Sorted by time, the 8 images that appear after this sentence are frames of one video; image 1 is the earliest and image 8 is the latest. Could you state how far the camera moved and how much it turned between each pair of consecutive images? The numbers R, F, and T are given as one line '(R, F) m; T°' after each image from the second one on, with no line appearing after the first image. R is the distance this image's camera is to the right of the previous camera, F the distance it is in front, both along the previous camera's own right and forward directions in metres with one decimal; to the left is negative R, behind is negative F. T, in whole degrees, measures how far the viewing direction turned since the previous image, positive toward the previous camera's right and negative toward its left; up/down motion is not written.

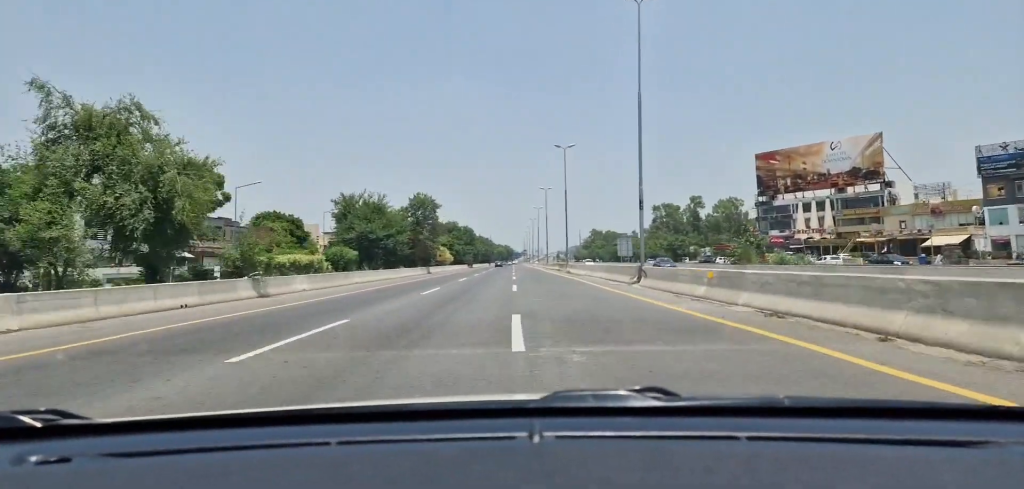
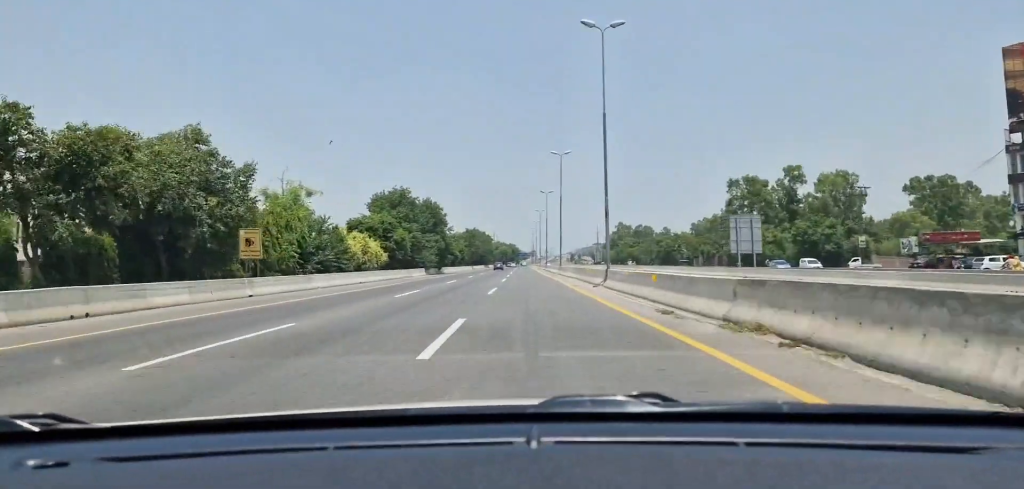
(+0.2, +72.5) m; 0°
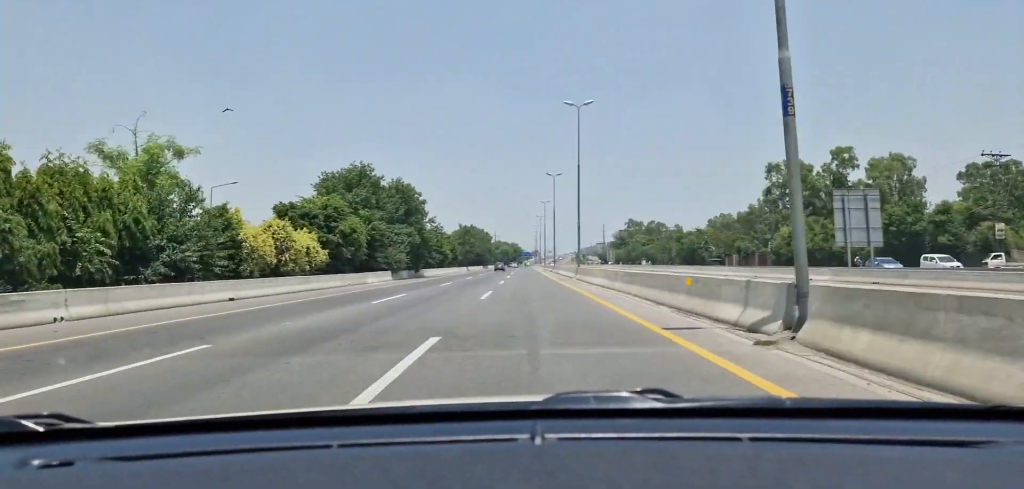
(+0.1, +21.8) m; 0°
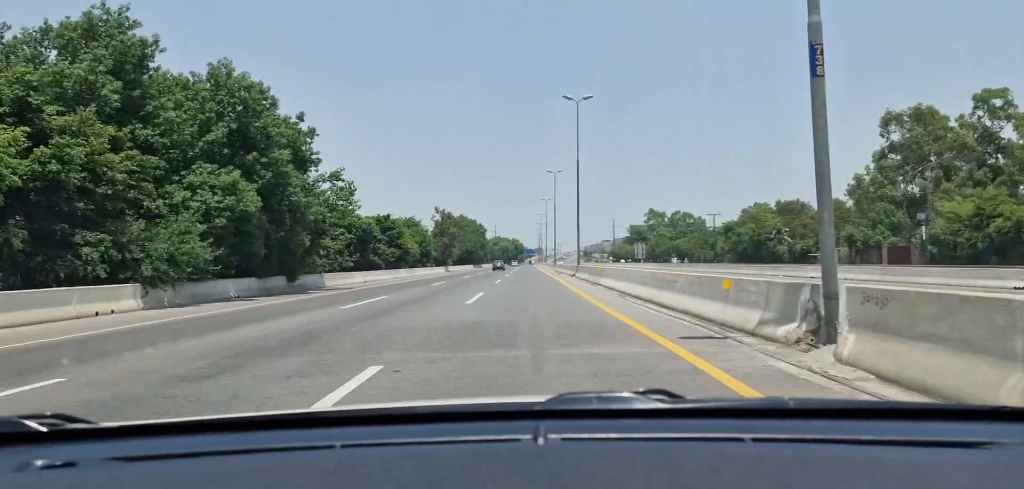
(-0.3, +39.3) m; 0°
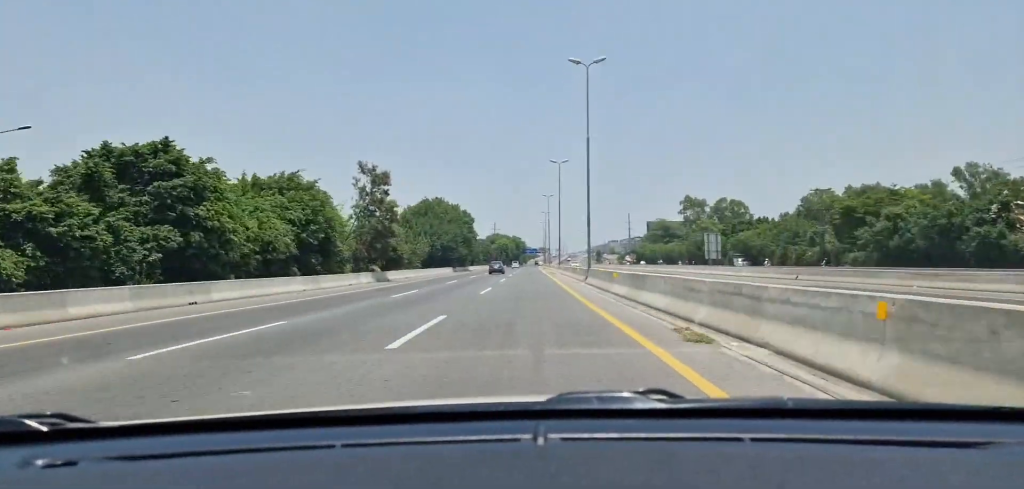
(+0.4, +47.2) m; 0°
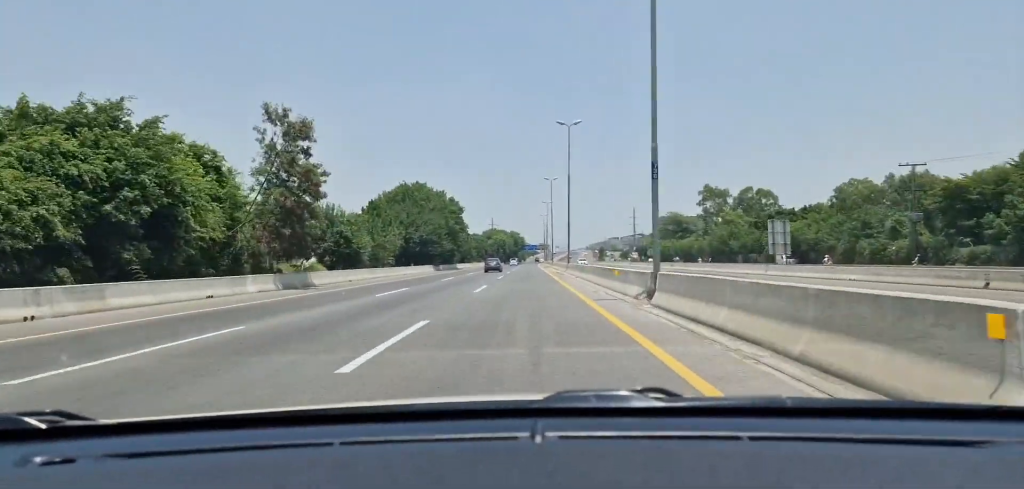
(-0.3, +19.6) m; 0°
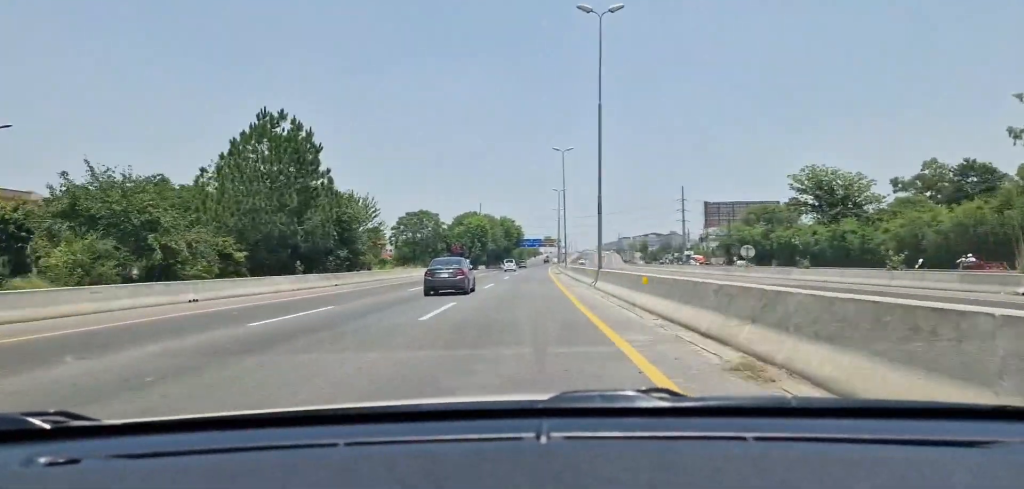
(+0.2, +102.1) m; 0°
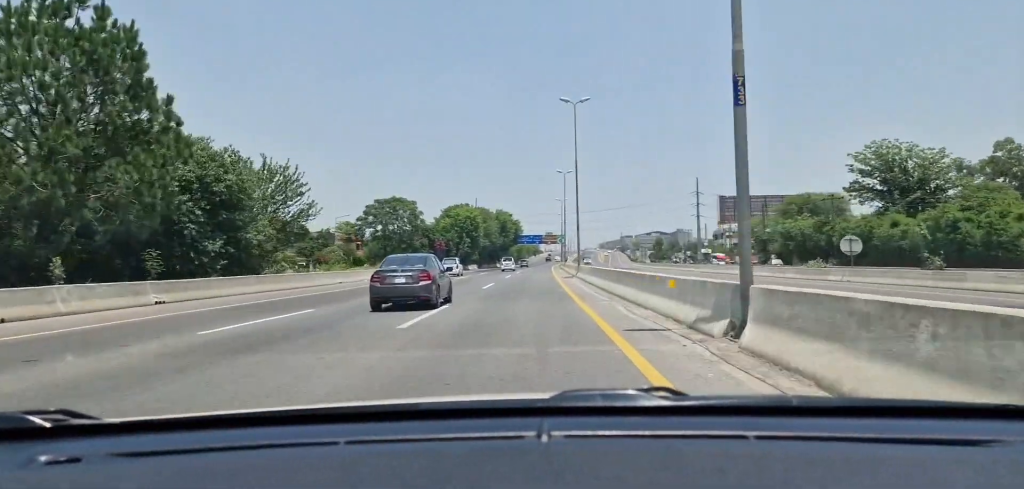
(0.0, +20.3) m; 0°
